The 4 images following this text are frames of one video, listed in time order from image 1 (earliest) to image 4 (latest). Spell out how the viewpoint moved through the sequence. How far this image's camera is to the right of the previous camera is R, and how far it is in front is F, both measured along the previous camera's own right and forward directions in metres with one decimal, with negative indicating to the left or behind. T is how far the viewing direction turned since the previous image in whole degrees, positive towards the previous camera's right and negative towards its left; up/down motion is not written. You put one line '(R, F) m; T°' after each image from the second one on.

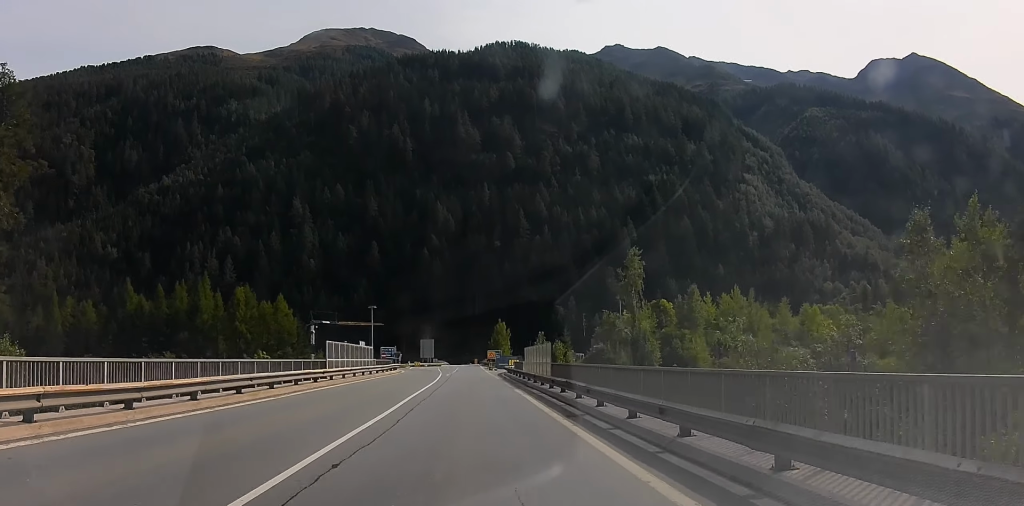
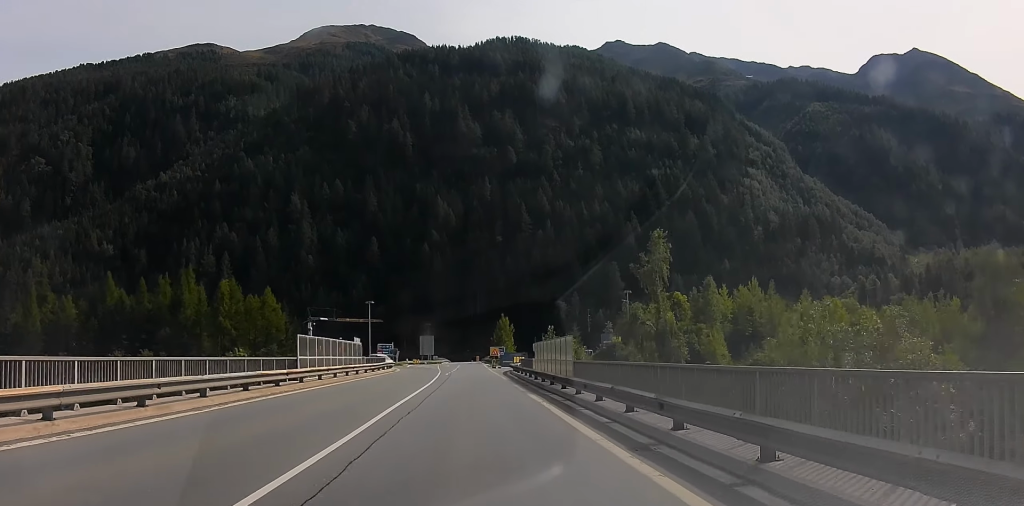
(0.0, +7.1) m; 0°
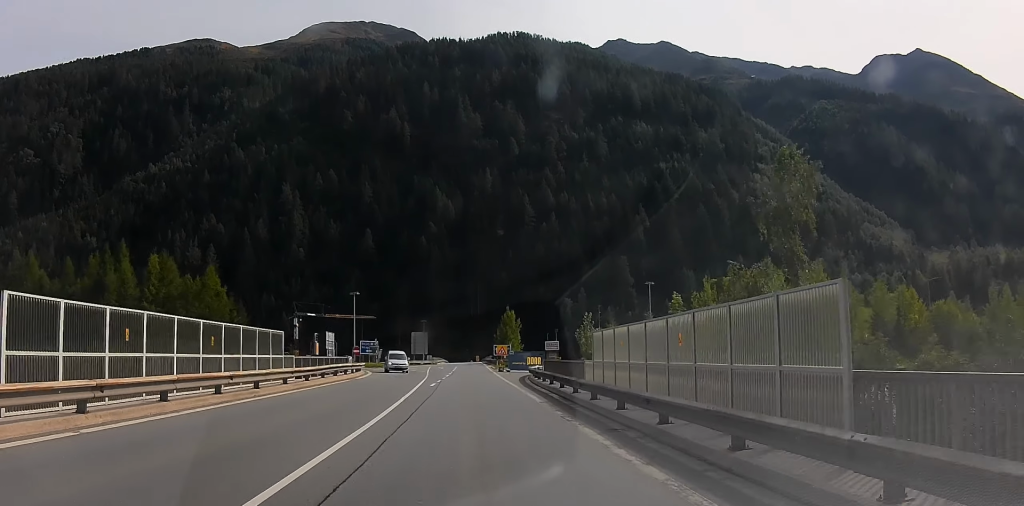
(0.0, +21.4) m; 0°
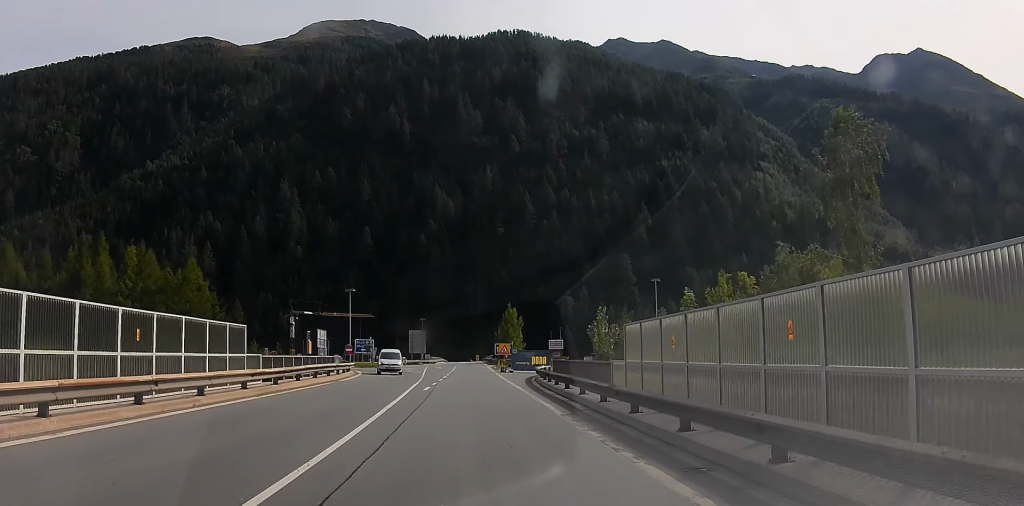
(0.0, +5.1) m; 0°
